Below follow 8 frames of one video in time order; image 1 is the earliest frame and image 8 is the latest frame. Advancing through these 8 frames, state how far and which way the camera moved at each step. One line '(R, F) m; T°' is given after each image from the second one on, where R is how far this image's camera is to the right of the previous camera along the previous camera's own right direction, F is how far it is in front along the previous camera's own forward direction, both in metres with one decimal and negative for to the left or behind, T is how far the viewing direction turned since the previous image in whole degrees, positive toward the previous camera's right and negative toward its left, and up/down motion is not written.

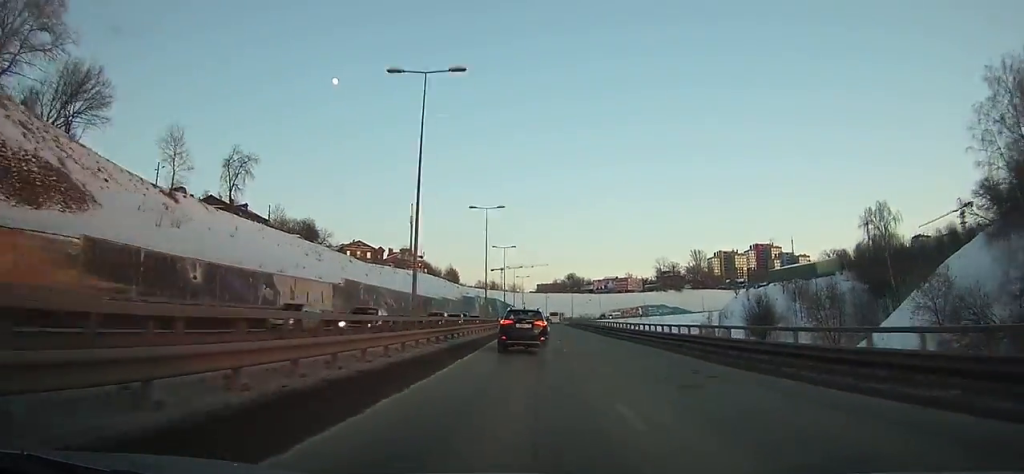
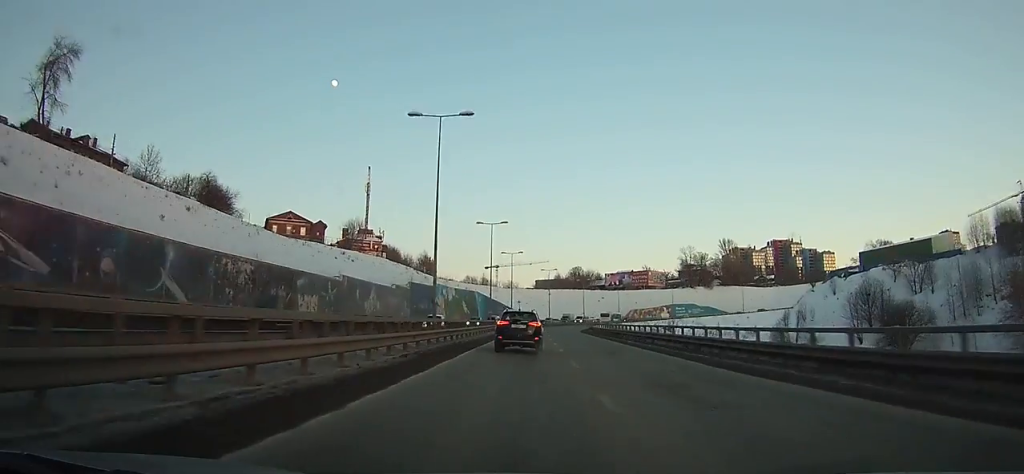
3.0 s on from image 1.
(+2.4, +53.3) m; +3°
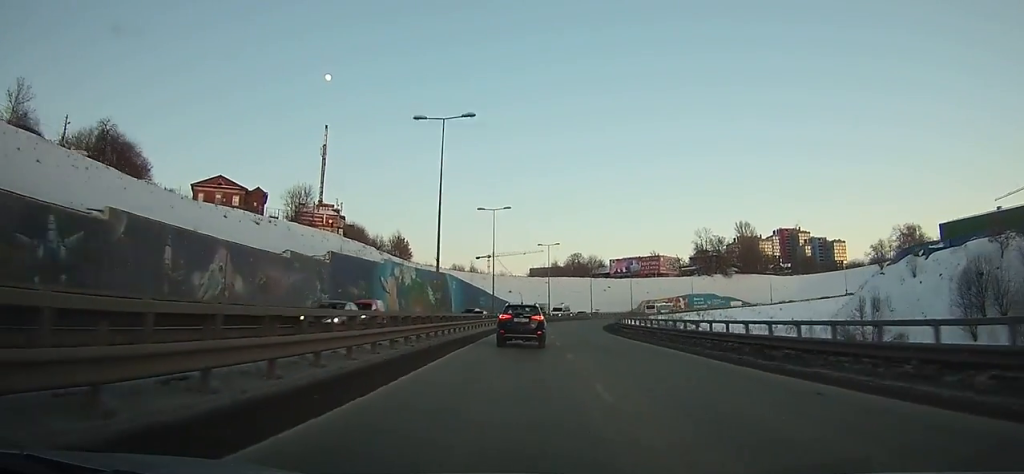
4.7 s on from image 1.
(+0.1, +29.6) m; +1°
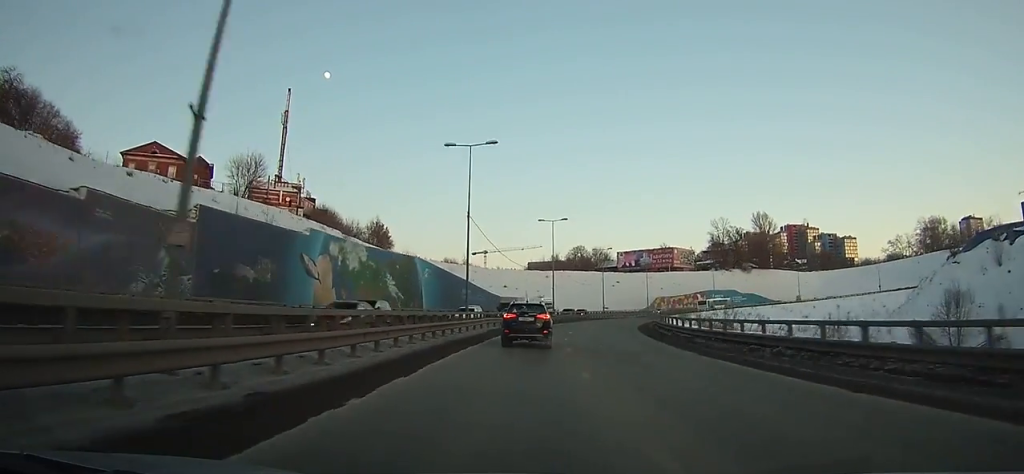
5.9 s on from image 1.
(-0.5, +20.7) m; +1°
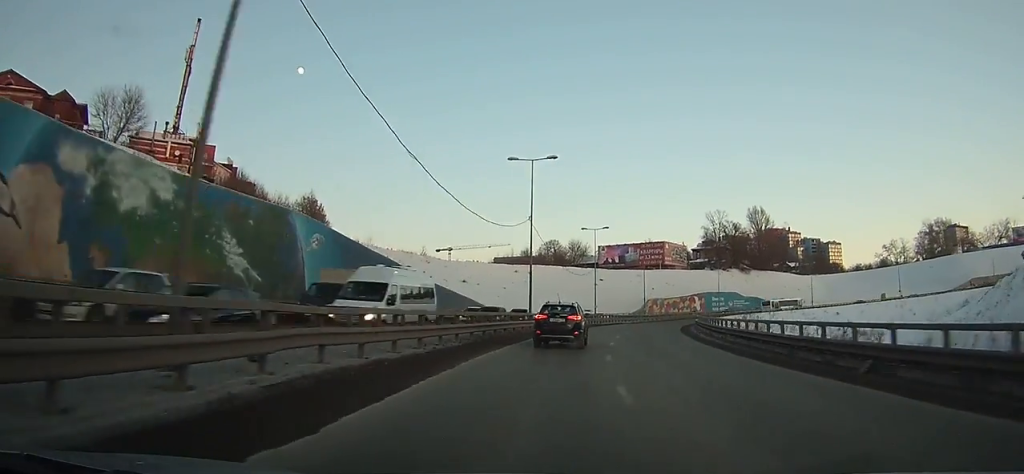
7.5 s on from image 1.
(+0.6, +26.4) m; +4°
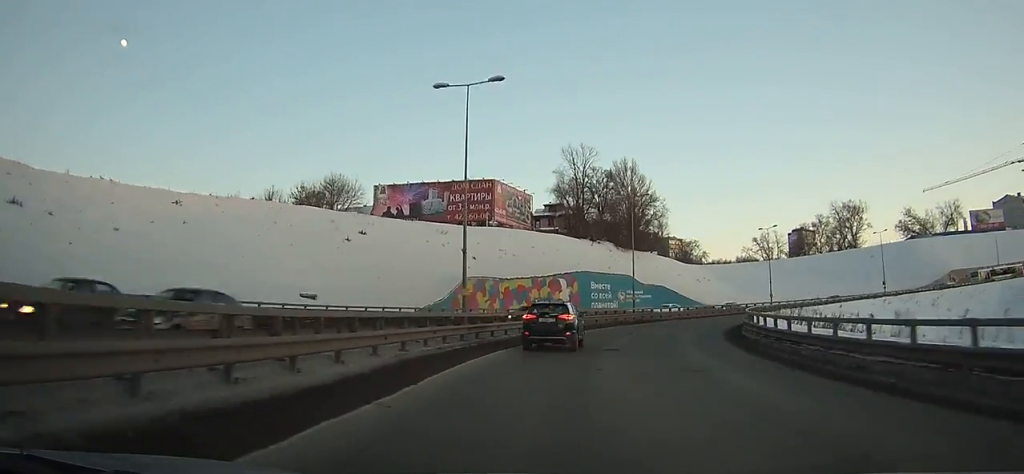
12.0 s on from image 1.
(+8.4, +68.8) m; +20°
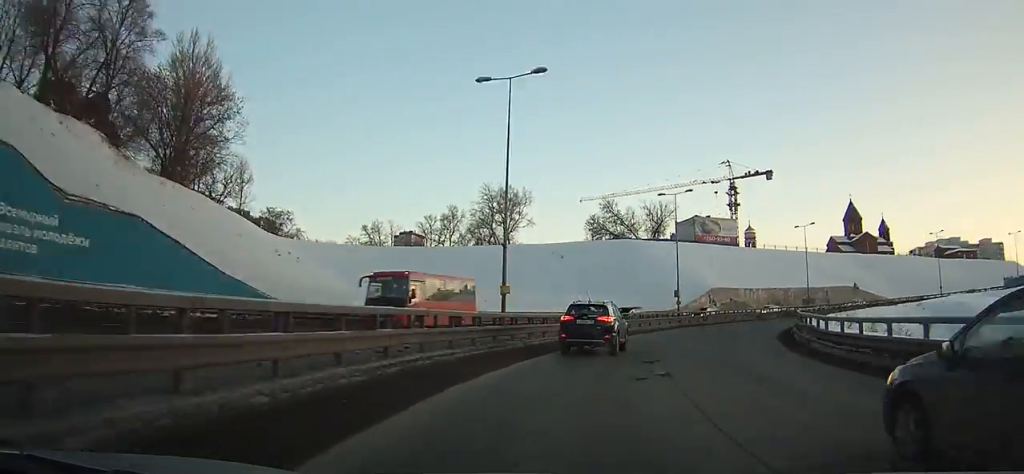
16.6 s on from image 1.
(+19.2, +58.2) m; +41°
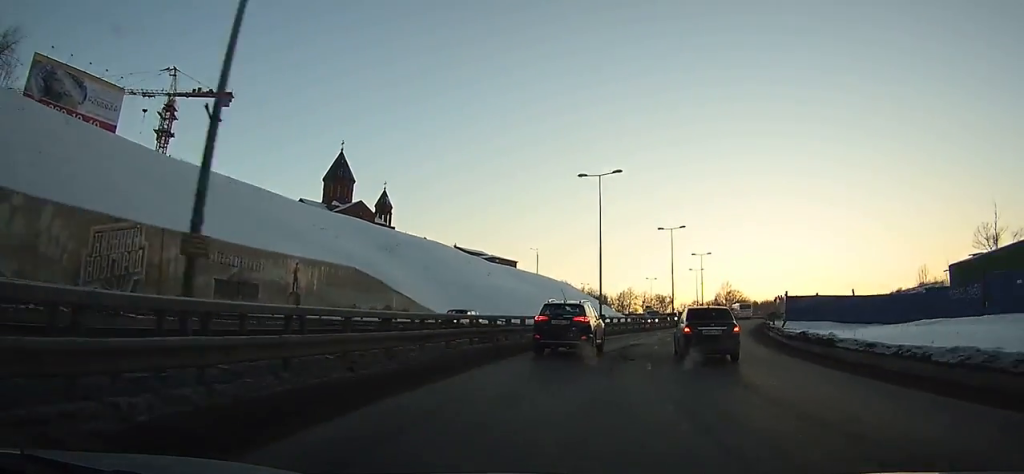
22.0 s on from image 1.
(+31.8, +61.7) m; +50°
